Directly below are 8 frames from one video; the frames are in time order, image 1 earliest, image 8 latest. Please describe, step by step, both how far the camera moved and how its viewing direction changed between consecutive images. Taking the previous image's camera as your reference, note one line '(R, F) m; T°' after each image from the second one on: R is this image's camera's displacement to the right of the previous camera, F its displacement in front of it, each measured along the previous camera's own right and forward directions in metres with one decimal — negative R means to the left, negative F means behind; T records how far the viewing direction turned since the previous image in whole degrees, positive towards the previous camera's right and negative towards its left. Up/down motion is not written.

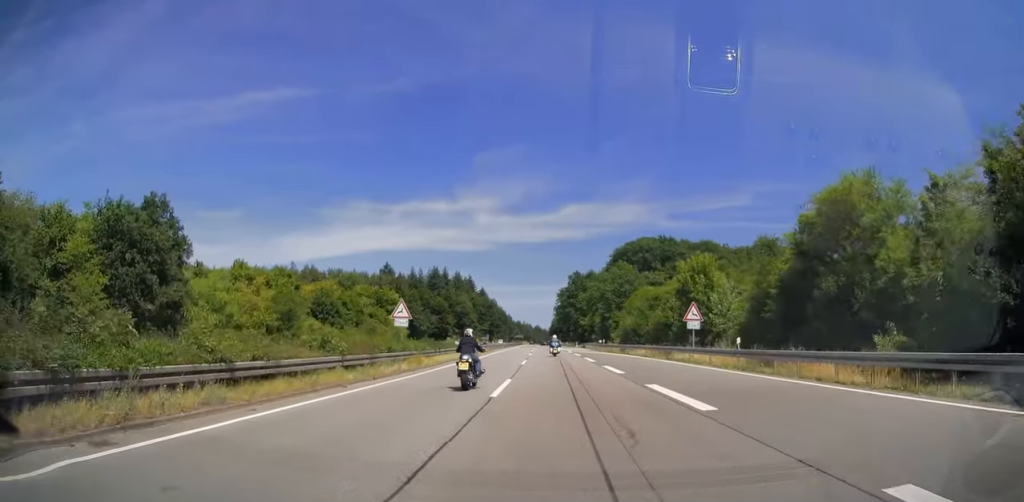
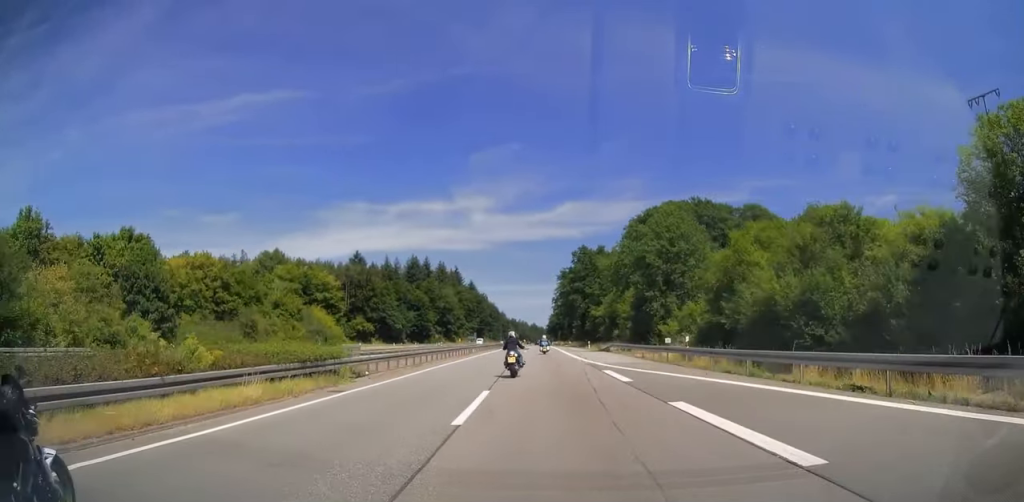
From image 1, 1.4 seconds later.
(-0.1, +40.6) m; 0°
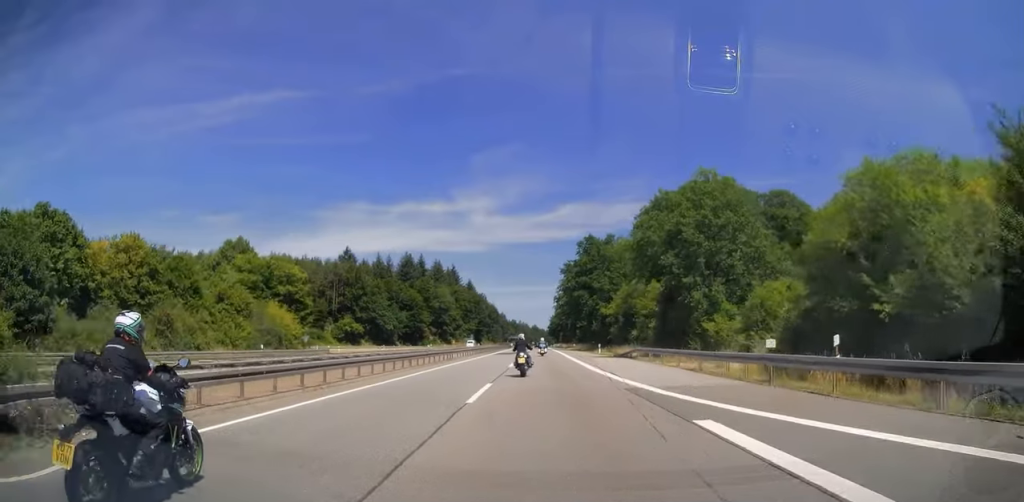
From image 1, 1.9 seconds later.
(0.0, +14.4) m; 0°
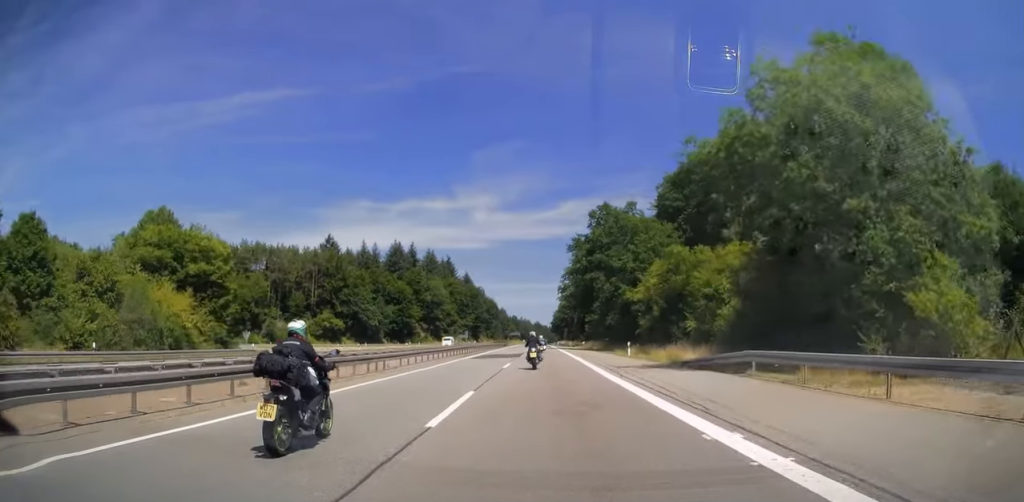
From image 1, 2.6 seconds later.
(0.0, +22.3) m; 0°
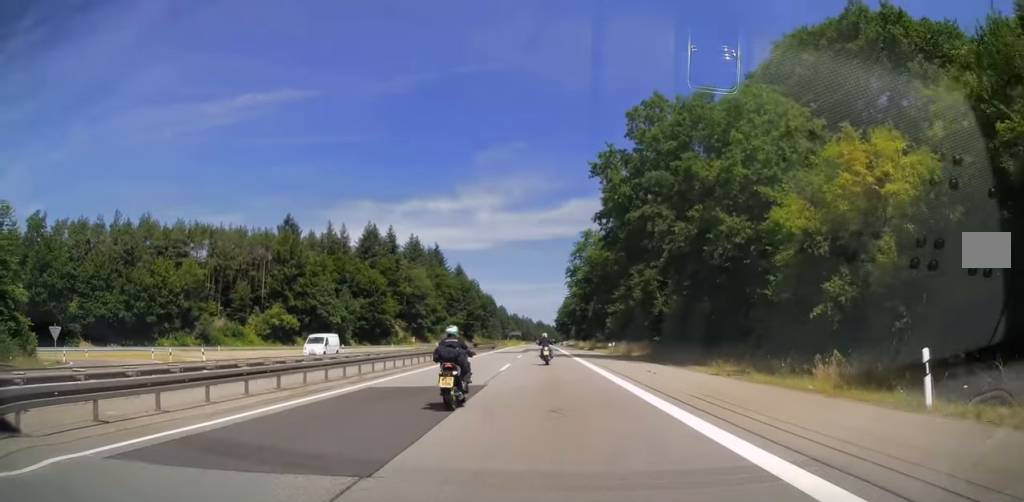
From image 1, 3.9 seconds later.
(0.0, +37.1) m; 0°
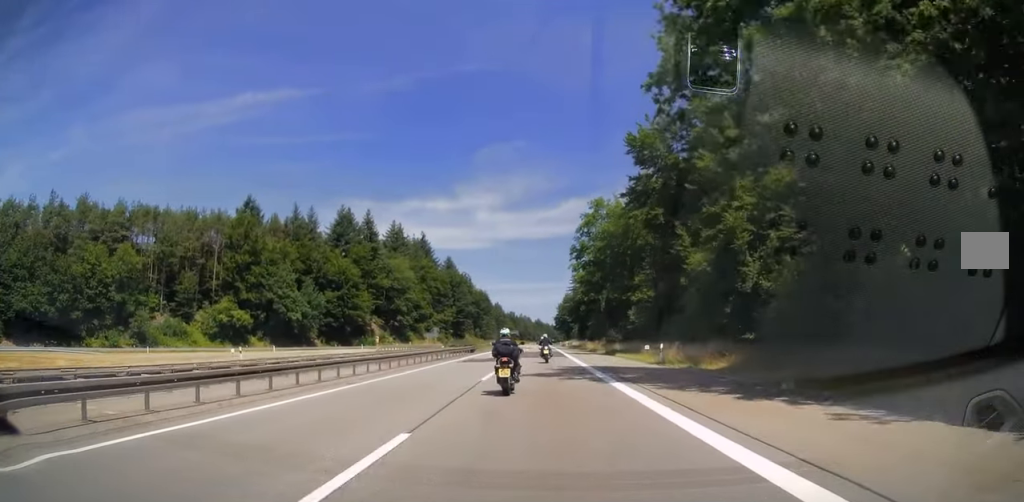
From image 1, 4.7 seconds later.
(0.0, +24.2) m; 0°
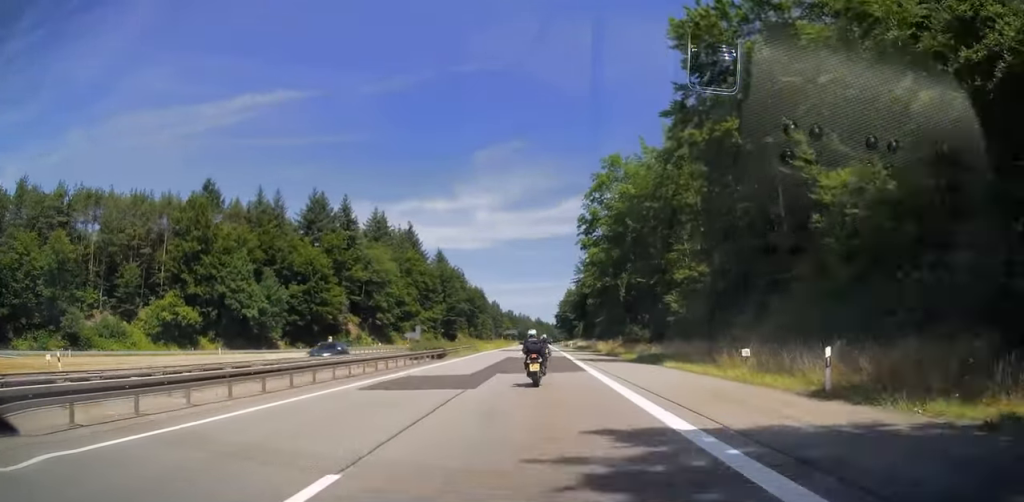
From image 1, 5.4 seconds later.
(-0.1, +20.3) m; 0°
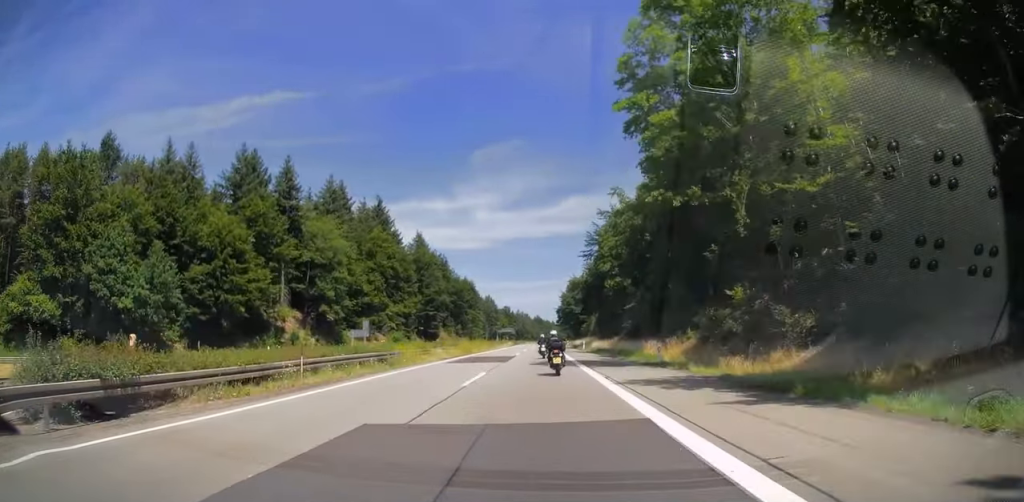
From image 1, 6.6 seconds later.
(+0.2, +36.4) m; 0°
